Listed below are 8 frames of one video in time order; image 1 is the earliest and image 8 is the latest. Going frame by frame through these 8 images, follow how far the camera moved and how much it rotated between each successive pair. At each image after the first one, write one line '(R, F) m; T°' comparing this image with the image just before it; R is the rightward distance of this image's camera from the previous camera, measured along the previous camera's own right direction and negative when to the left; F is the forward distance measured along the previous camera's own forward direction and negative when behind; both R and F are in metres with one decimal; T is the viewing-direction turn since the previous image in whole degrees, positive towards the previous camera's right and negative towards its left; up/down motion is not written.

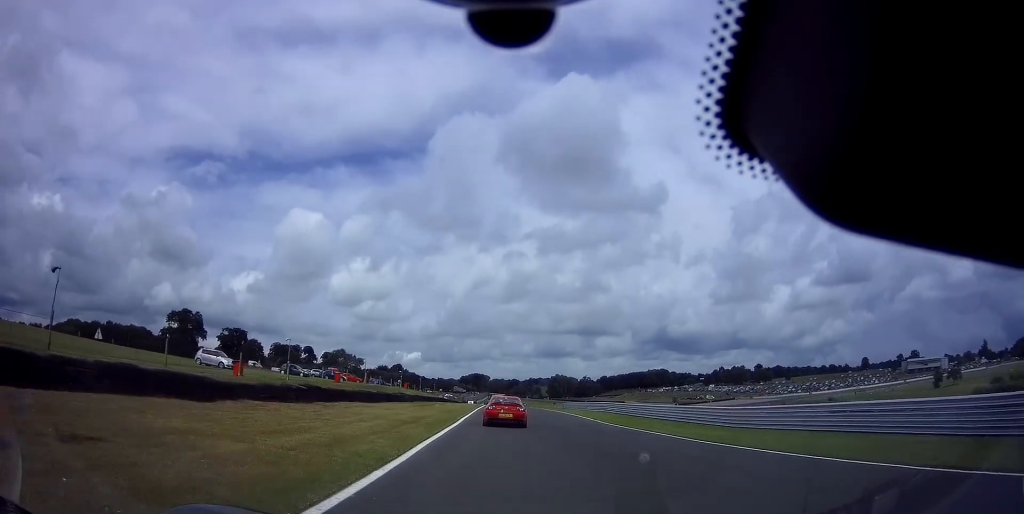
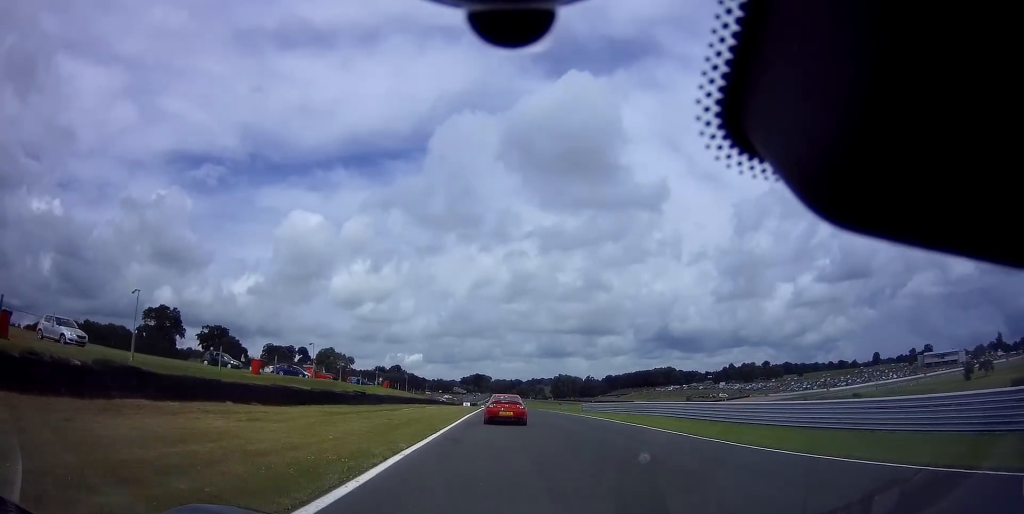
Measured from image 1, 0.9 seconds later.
(-0.1, +18.6) m; 0°
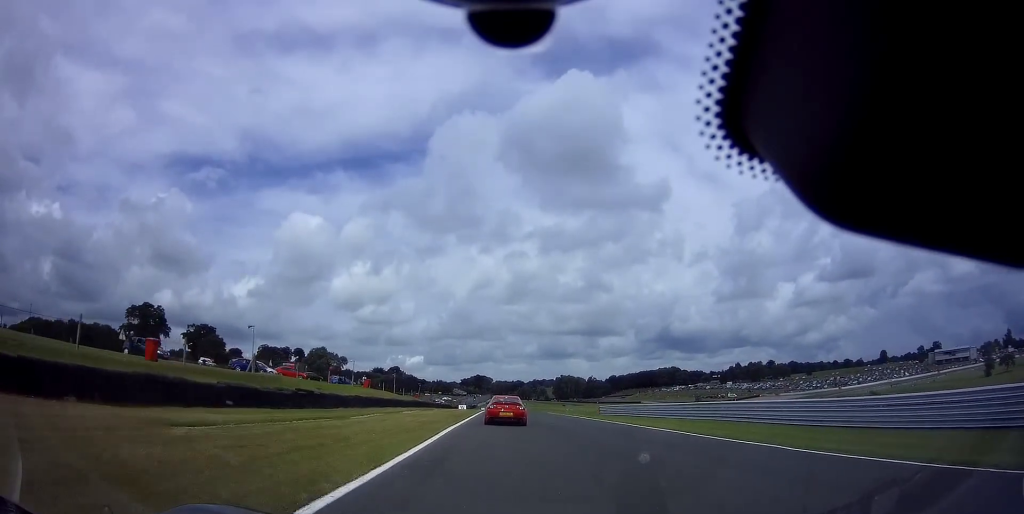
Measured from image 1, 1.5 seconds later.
(0.0, +11.7) m; 0°
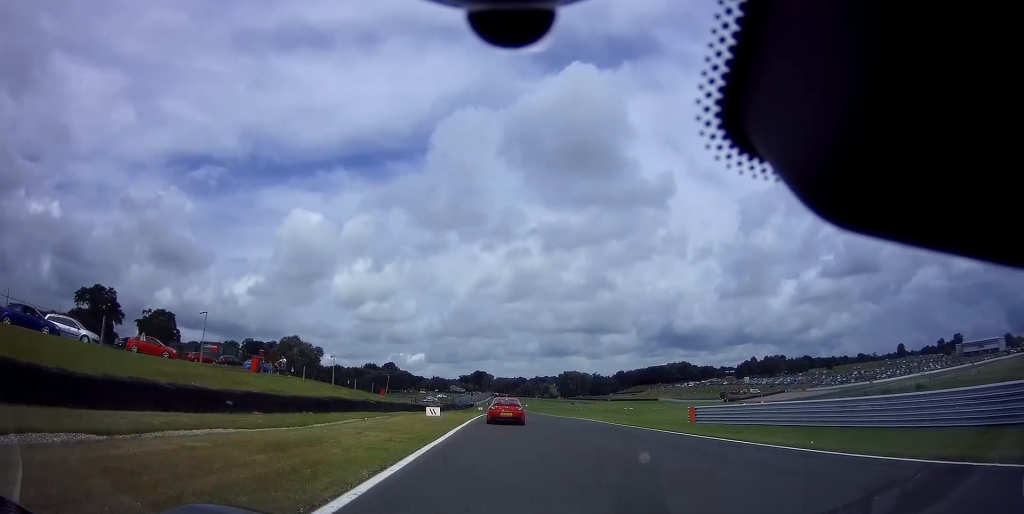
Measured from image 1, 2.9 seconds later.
(+0.2, +30.3) m; 0°
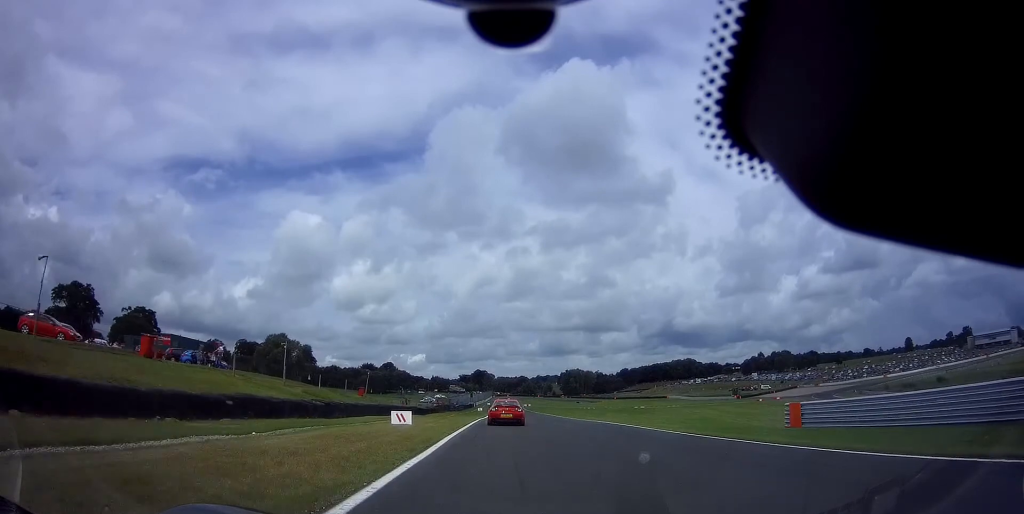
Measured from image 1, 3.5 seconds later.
(0.0, +11.9) m; 0°
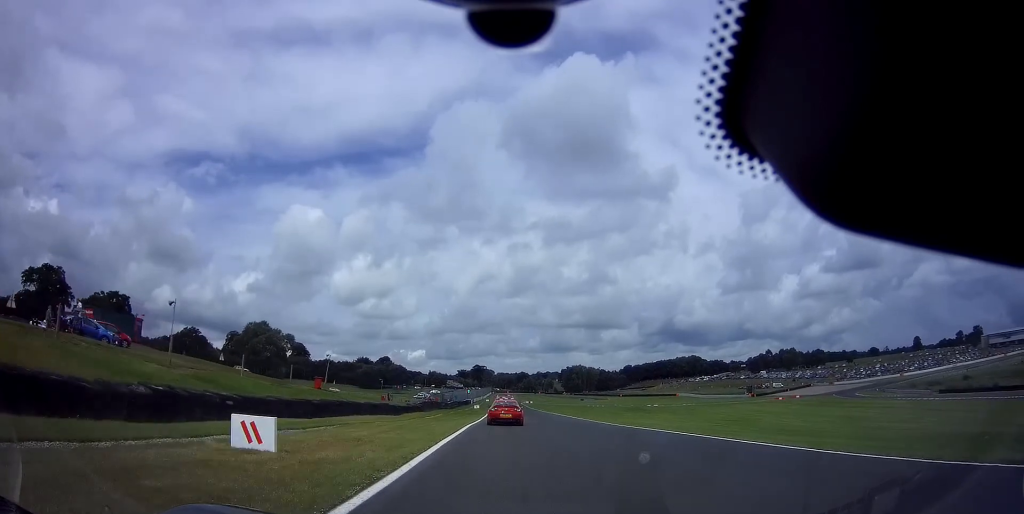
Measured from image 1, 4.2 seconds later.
(-0.2, +14.2) m; 0°
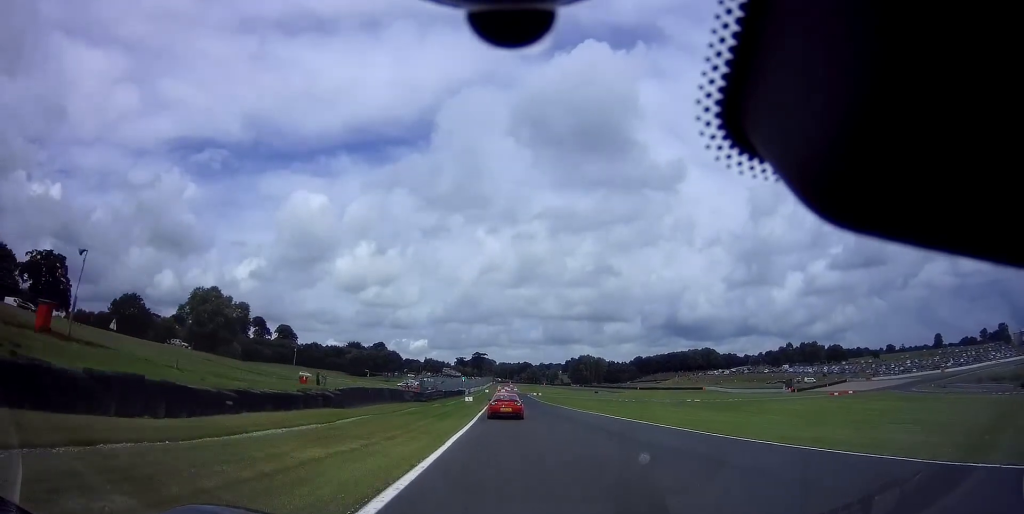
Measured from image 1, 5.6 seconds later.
(+0.3, +30.5) m; +1°
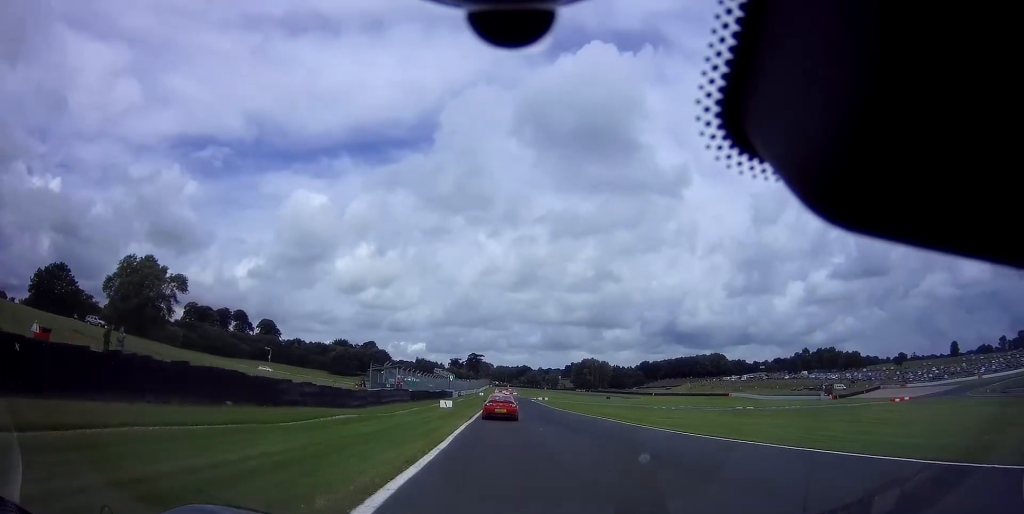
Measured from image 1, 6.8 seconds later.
(0.0, +26.9) m; 0°
